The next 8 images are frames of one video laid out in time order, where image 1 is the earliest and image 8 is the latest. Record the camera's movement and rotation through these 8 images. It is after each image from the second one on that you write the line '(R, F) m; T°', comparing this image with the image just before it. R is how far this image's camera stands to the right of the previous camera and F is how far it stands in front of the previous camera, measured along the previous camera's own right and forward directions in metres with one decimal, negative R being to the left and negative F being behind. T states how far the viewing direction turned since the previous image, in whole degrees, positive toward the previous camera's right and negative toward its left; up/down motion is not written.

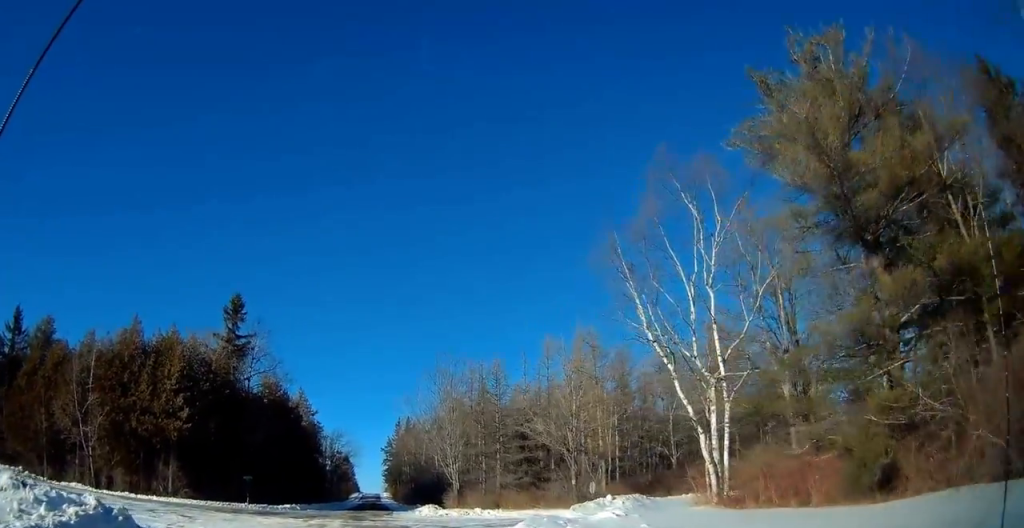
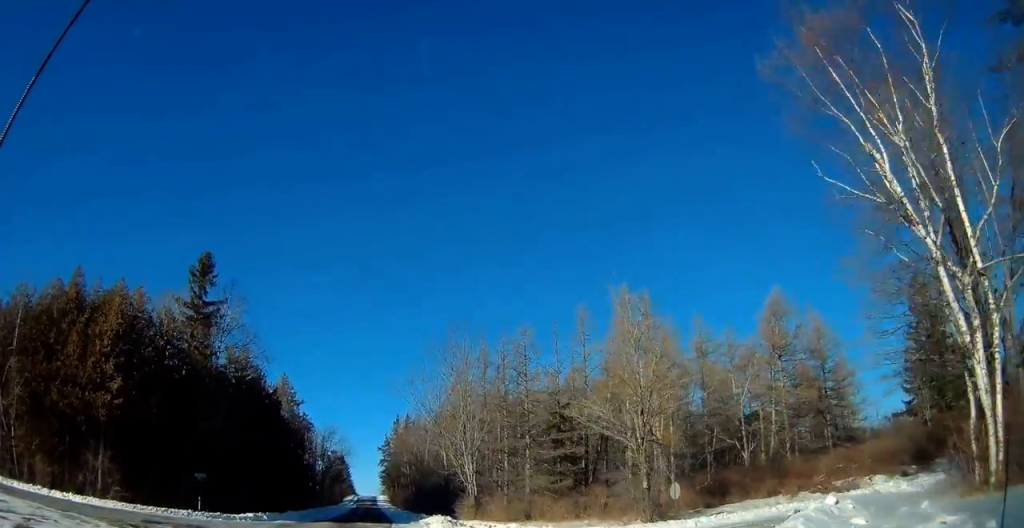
(0.0, +12.3) m; 0°
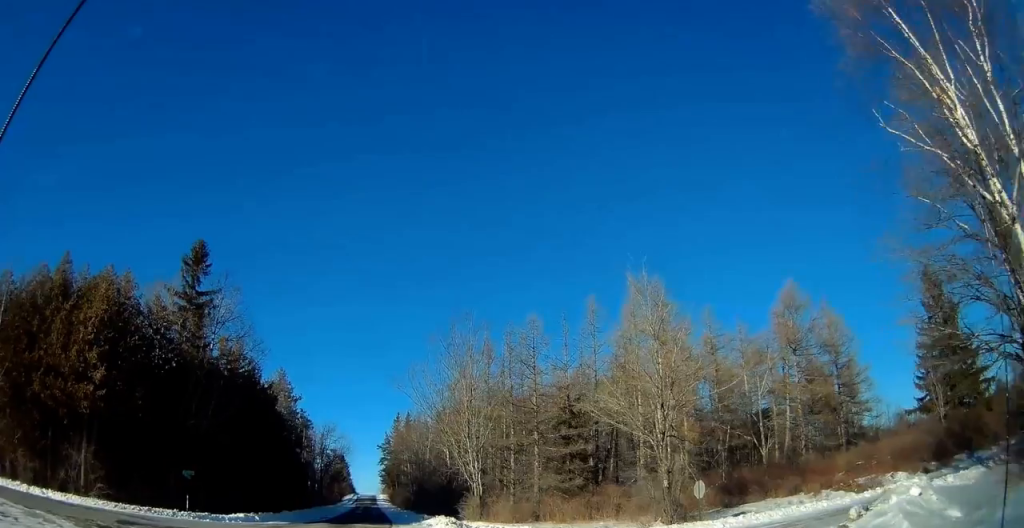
(0.0, +2.6) m; 0°
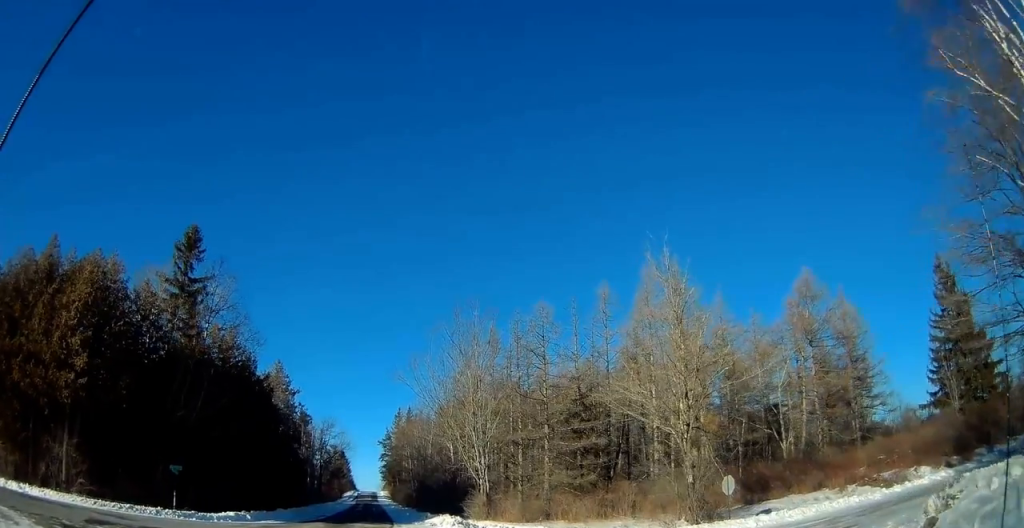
(0.0, +2.5) m; -2°
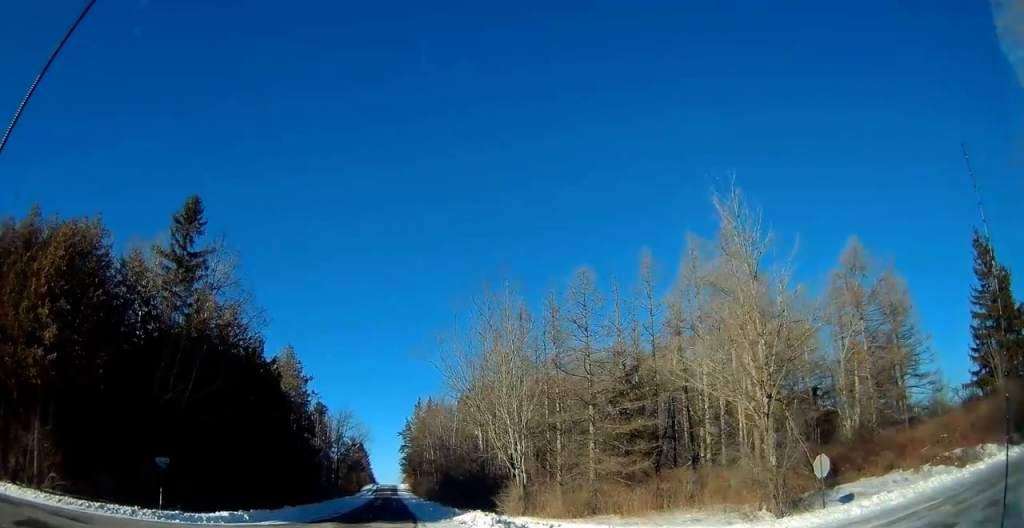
(-0.2, +5.5) m; -21°
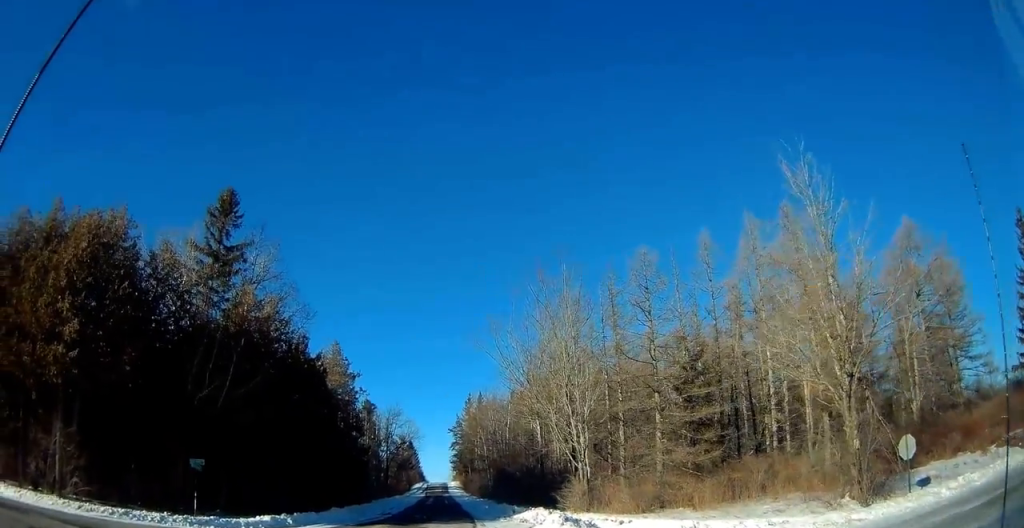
(-0.1, +2.2) m; -18°
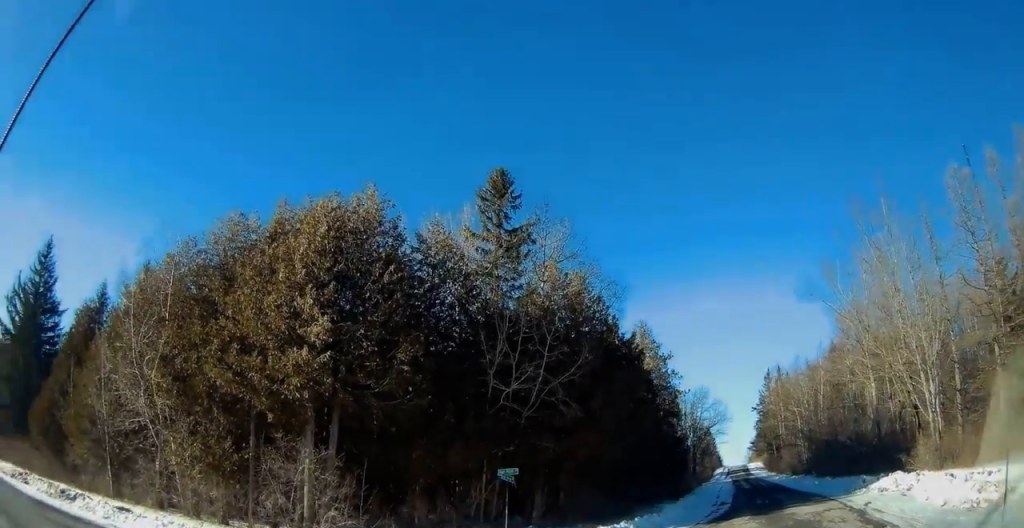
(-2.5, +5.5) m; -27°
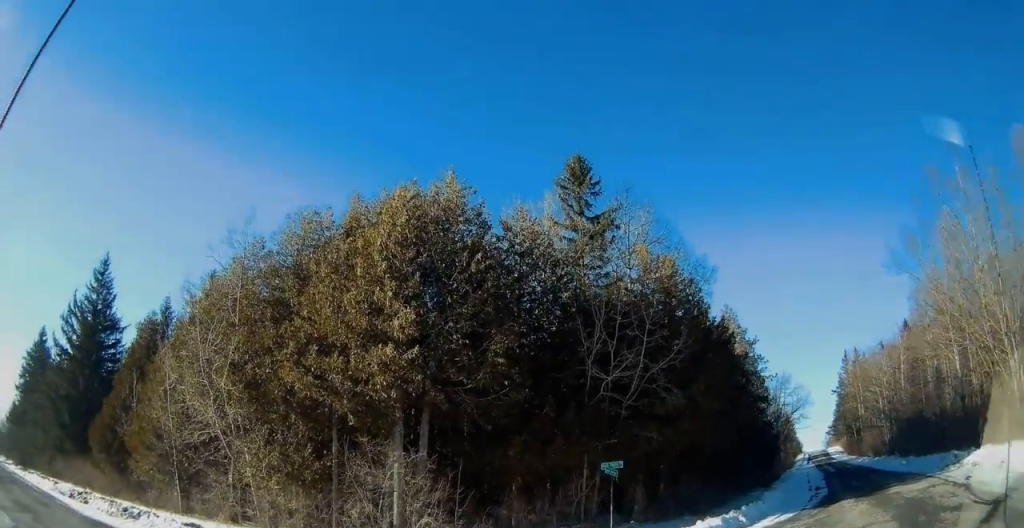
(0.0, +1.3) m; 0°
